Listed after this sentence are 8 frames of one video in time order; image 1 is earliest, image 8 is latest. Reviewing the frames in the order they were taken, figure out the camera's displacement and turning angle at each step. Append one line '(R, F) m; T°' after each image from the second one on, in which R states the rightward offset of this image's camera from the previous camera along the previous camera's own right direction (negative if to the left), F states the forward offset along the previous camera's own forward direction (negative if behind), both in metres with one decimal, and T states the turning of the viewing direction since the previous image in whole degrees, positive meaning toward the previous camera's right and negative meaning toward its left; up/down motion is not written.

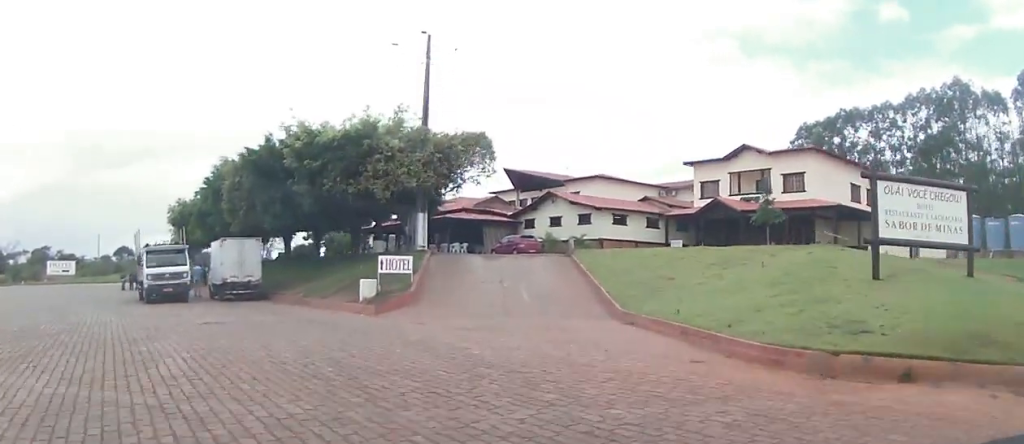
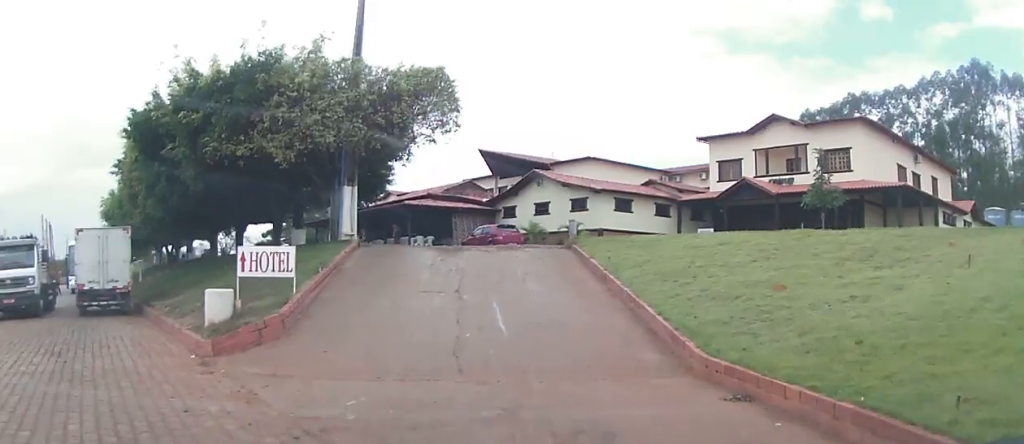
(-0.3, +9.3) m; +4°
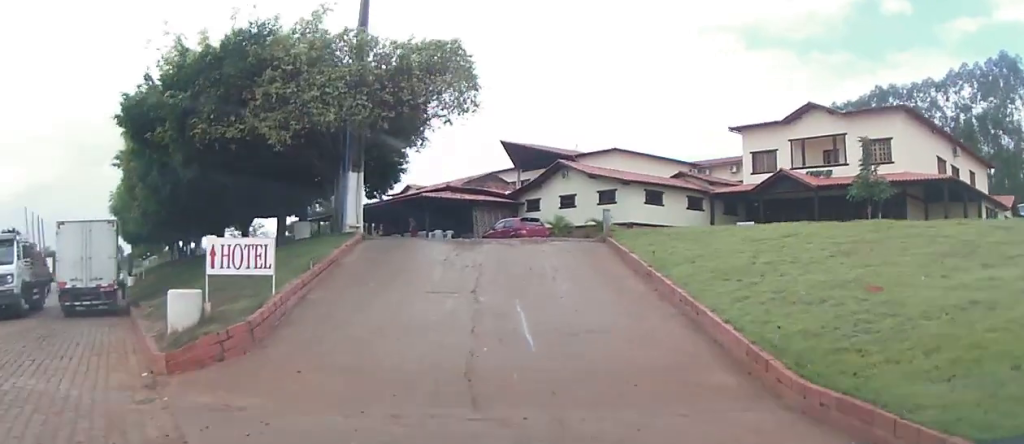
(+0.4, +2.3) m; +1°
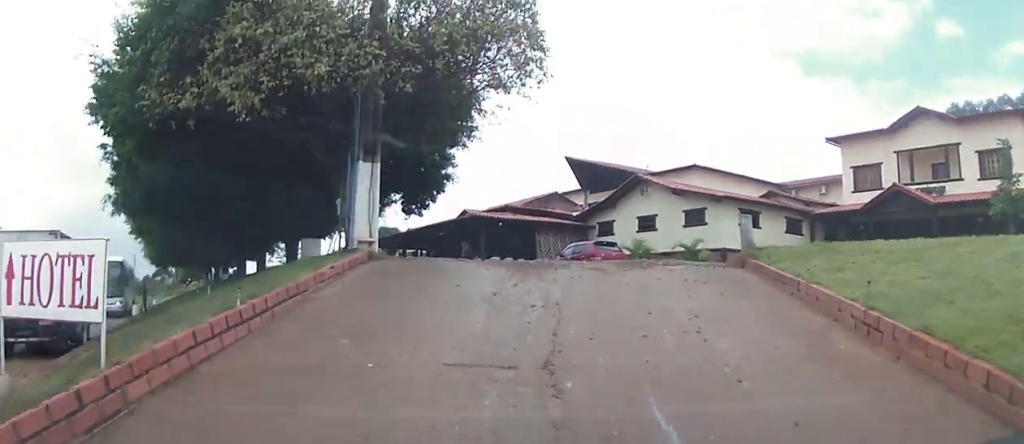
(-0.6, +6.7) m; -11°
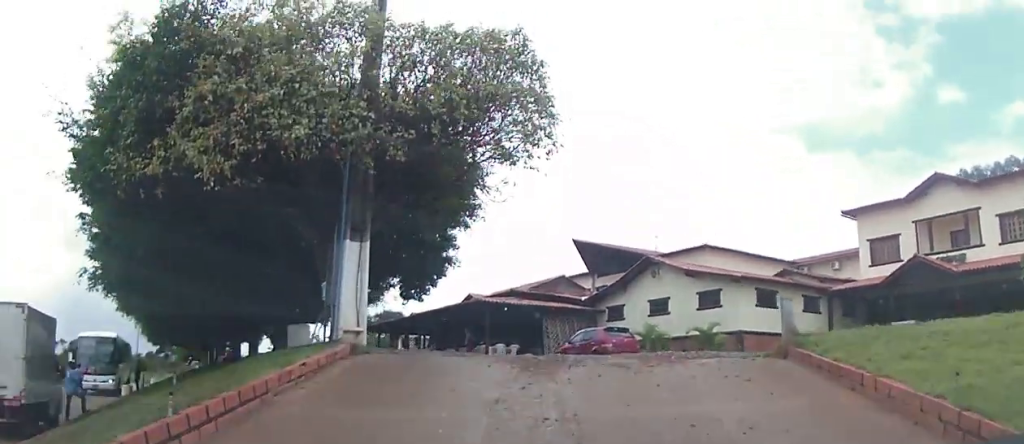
(0.0, +1.4) m; -2°
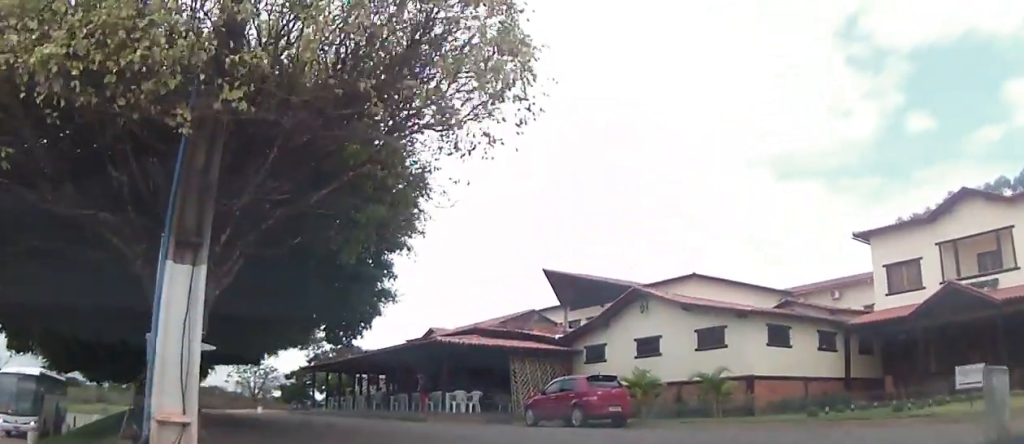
(-0.1, +3.5) m; 0°
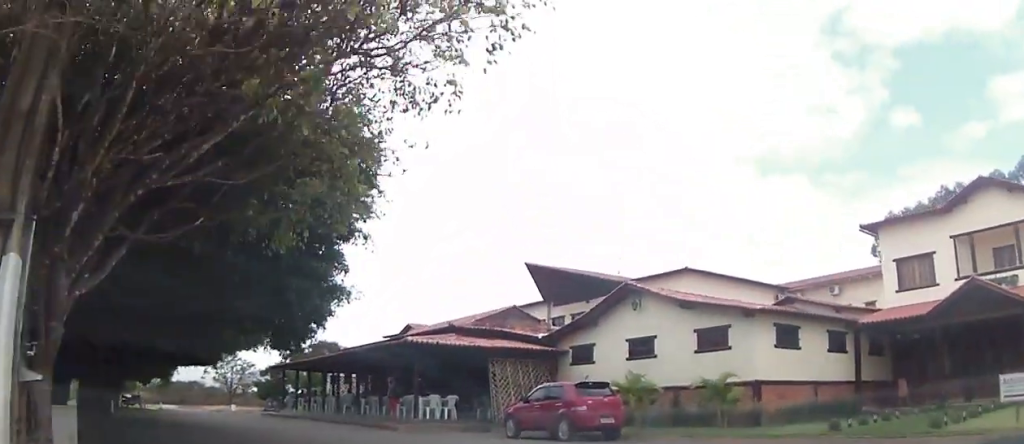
(+0.1, +2.0) m; +2°
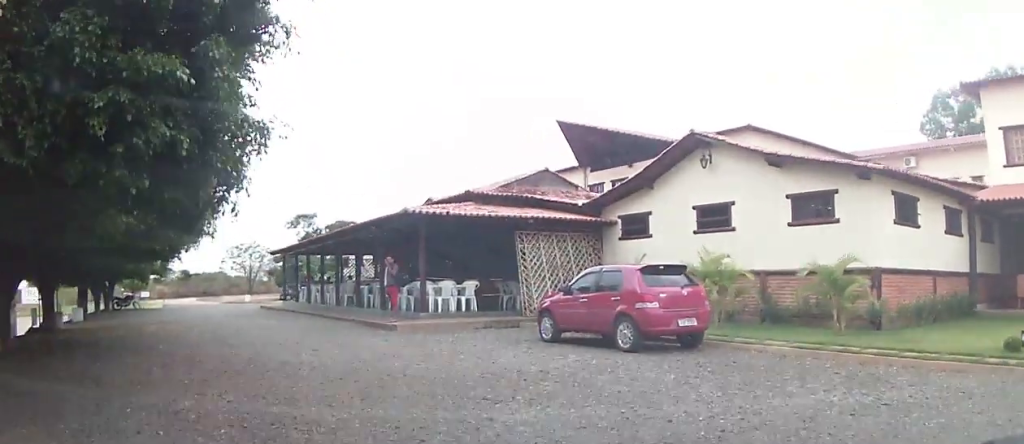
(+0.1, +5.1) m; 0°
